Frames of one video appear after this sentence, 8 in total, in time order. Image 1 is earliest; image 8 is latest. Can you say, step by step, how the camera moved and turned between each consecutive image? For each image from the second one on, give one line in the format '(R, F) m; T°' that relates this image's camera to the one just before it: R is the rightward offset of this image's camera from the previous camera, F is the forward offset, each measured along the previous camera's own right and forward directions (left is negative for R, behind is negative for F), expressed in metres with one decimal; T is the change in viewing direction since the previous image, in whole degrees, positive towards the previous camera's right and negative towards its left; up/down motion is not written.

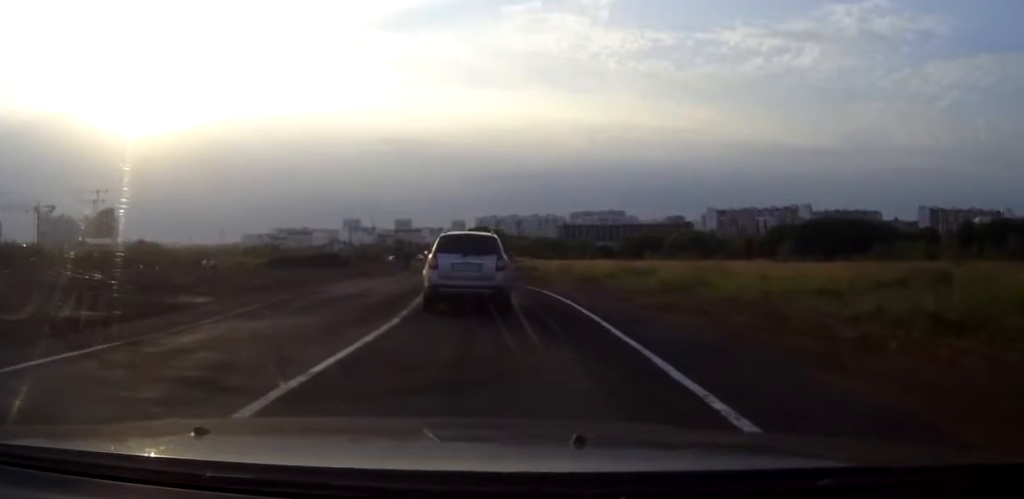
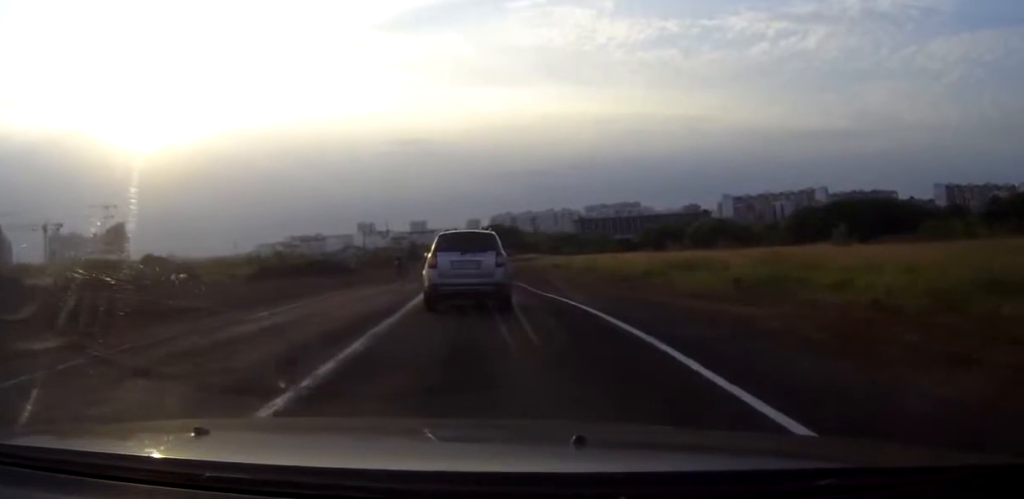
(-0.1, +9.3) m; -1°
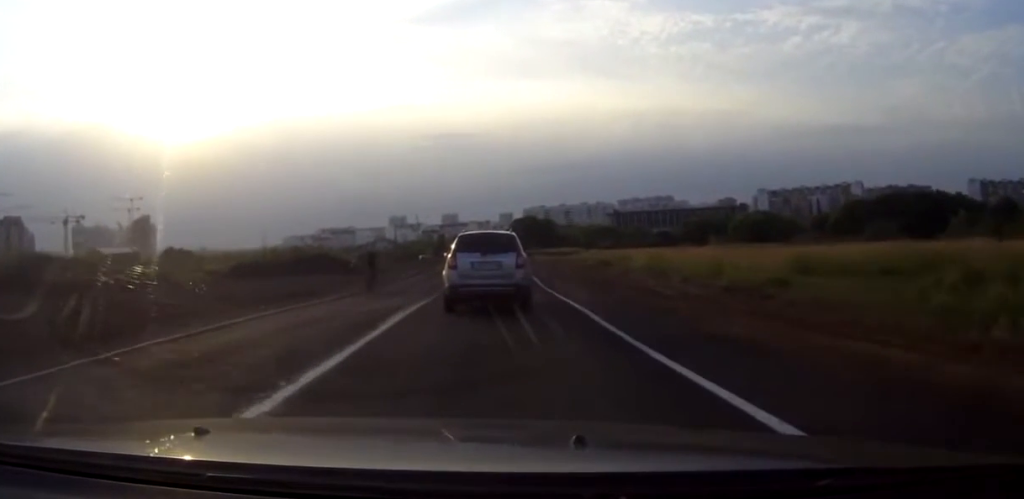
(-0.3, +14.3) m; -2°
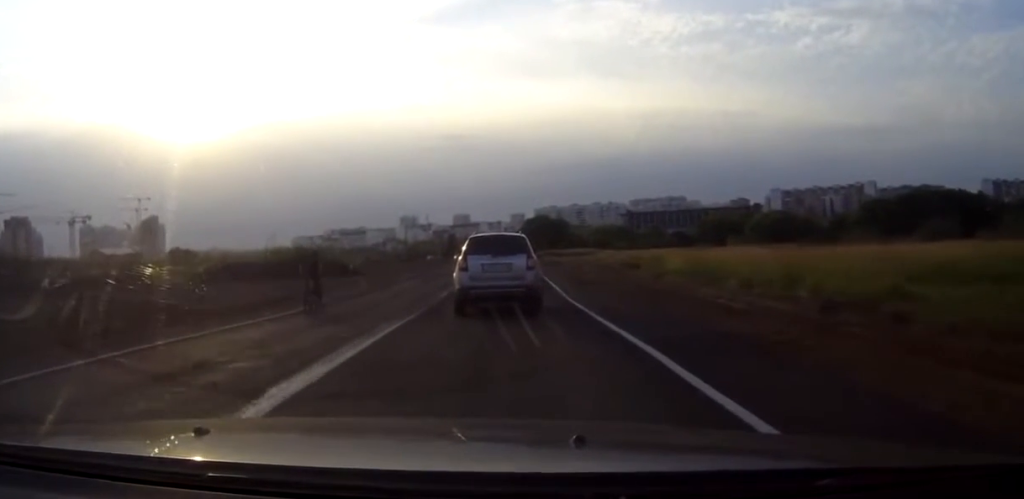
(-0.1, +7.2) m; -1°
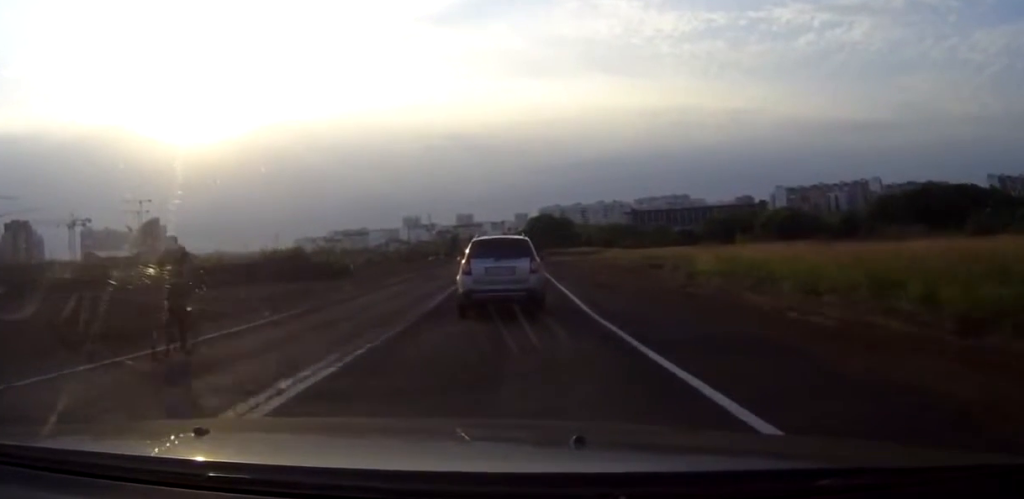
(0.0, +5.5) m; 0°
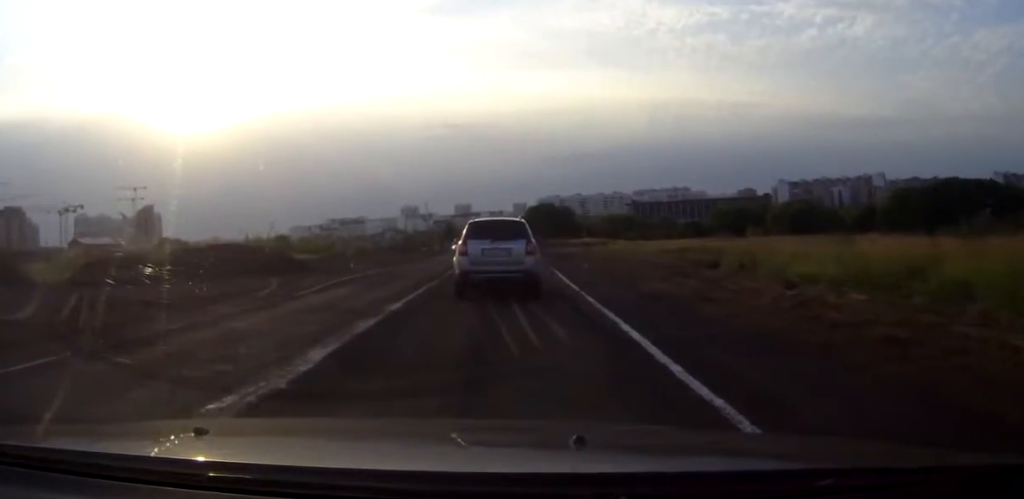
(0.0, +11.4) m; 0°
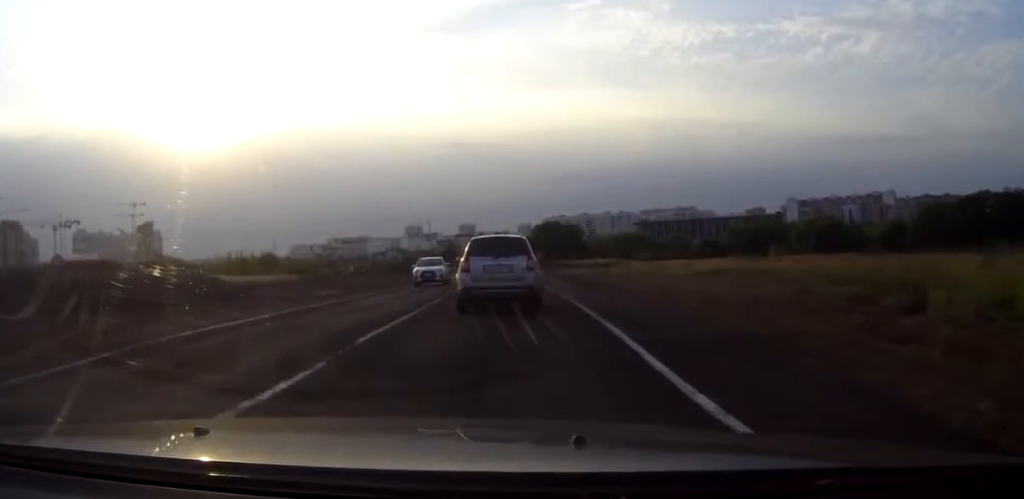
(0.0, +14.4) m; 0°
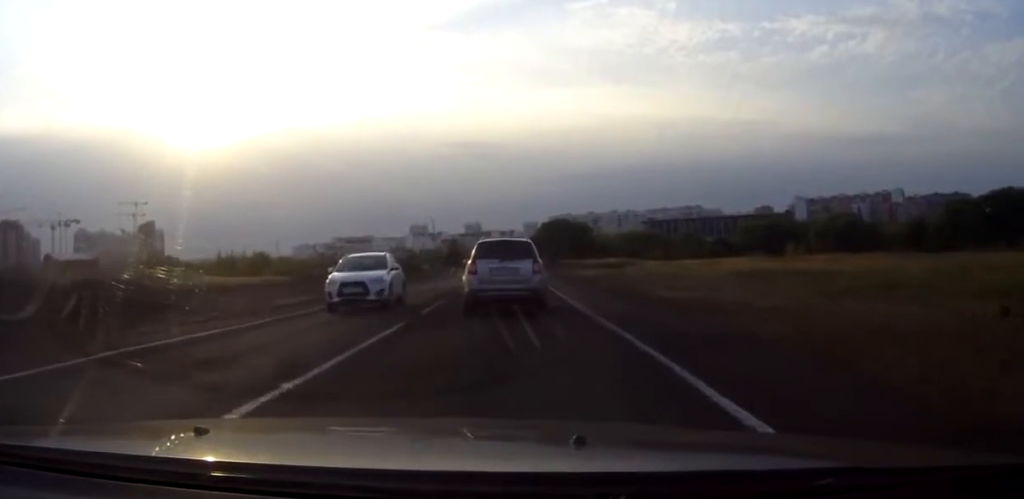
(0.0, +9.3) m; 0°
